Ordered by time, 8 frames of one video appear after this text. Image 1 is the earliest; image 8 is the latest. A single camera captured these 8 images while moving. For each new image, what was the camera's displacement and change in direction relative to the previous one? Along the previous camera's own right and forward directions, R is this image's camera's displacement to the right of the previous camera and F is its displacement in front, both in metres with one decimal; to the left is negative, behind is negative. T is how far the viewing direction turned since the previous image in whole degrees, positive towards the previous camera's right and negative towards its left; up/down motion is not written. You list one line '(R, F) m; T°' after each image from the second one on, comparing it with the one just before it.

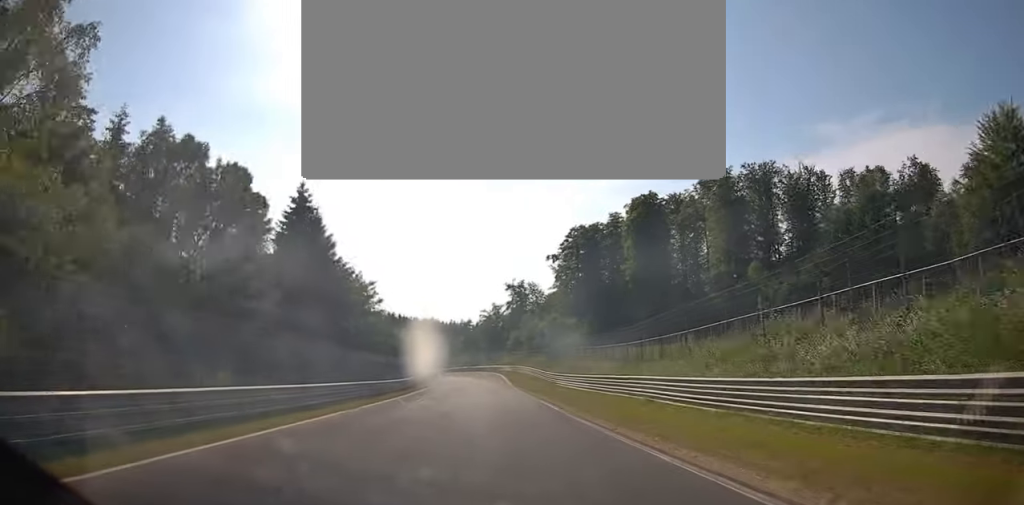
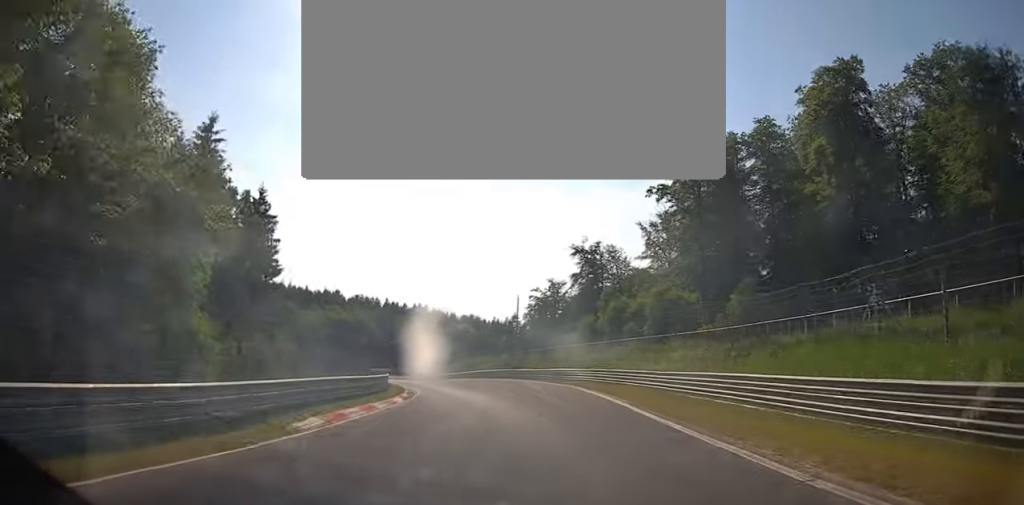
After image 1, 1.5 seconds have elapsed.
(-2.6, +49.2) m; -9°
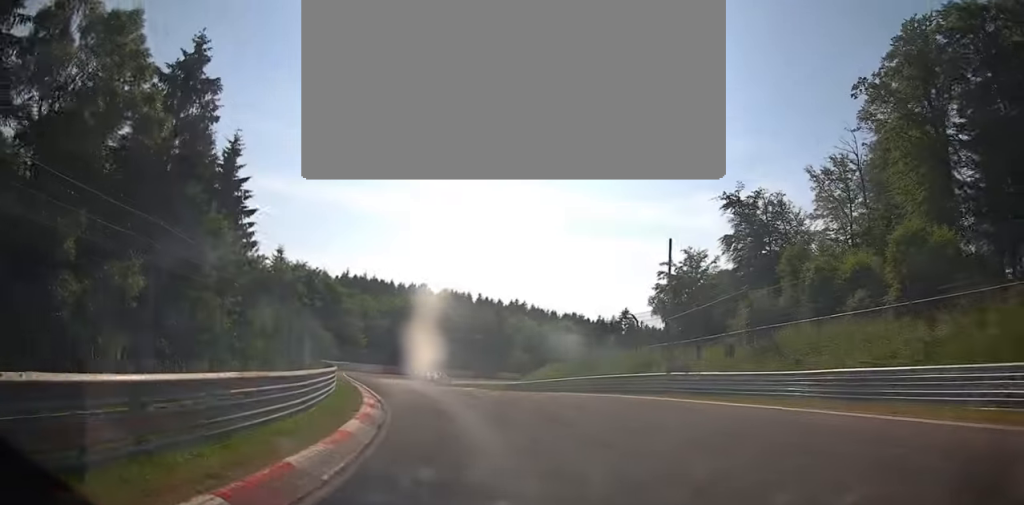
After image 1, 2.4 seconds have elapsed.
(-2.2, +28.4) m; -8°
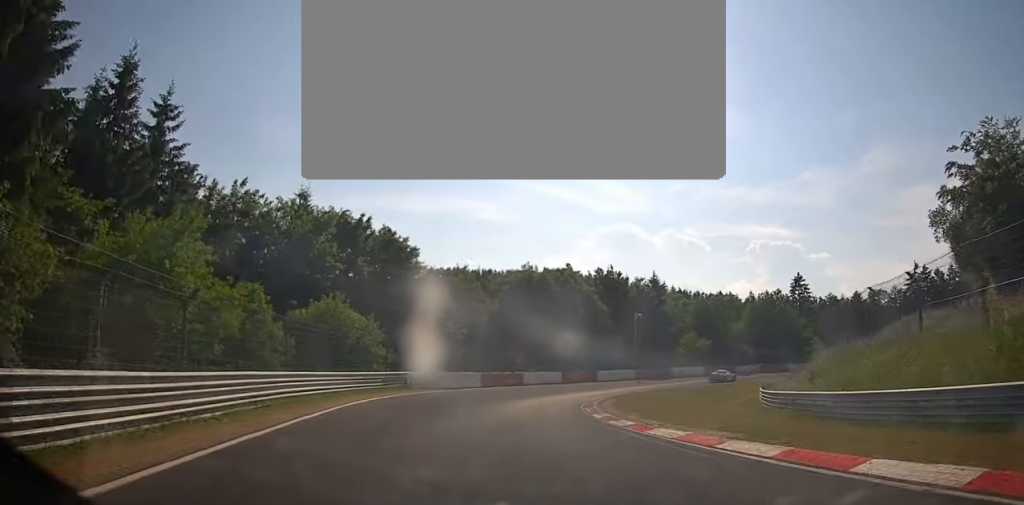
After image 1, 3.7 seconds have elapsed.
(-2.4, +34.3) m; -3°
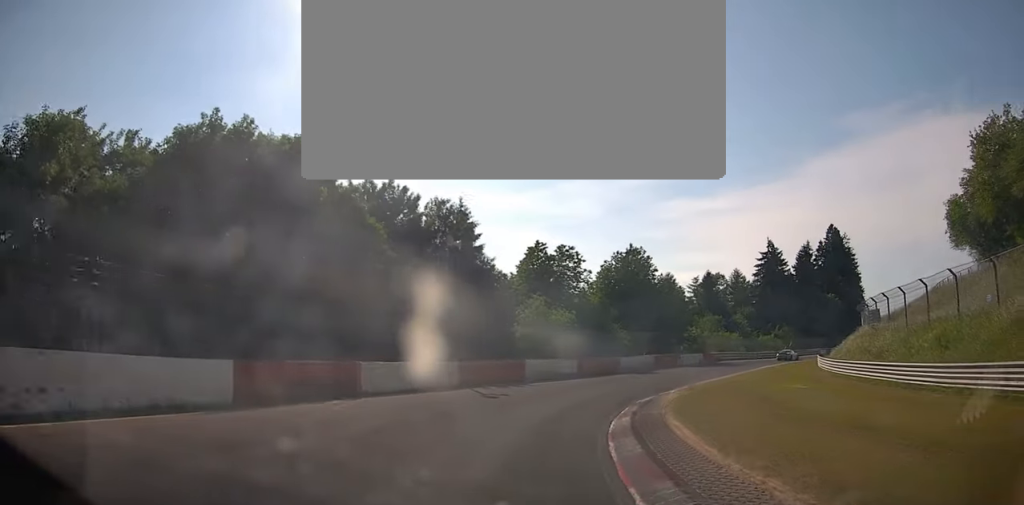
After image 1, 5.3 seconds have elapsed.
(+4.5, +37.7) m; +21°
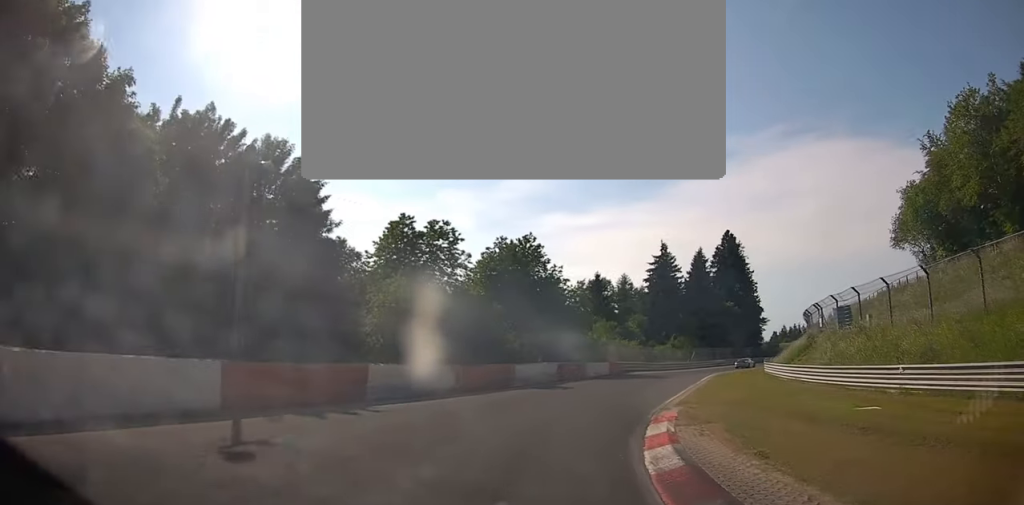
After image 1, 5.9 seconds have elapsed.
(+0.8, +12.6) m; +12°
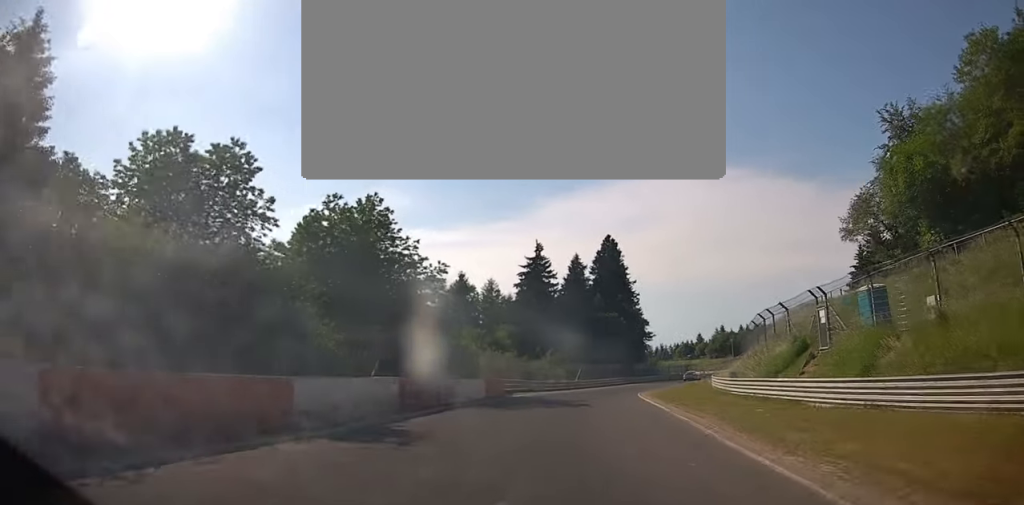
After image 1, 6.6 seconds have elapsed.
(+2.2, +15.5) m; +17°
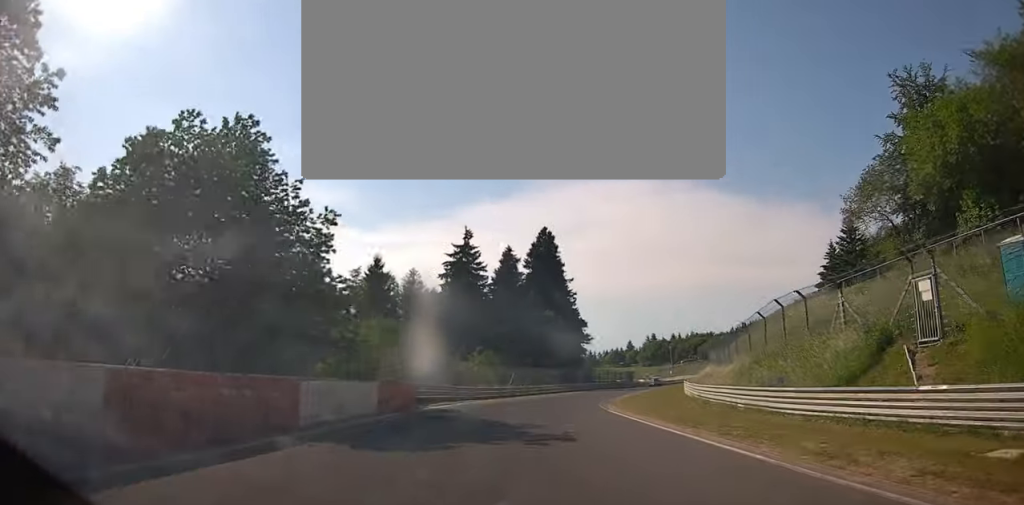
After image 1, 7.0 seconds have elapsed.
(+1.6, +11.2) m; +8°
